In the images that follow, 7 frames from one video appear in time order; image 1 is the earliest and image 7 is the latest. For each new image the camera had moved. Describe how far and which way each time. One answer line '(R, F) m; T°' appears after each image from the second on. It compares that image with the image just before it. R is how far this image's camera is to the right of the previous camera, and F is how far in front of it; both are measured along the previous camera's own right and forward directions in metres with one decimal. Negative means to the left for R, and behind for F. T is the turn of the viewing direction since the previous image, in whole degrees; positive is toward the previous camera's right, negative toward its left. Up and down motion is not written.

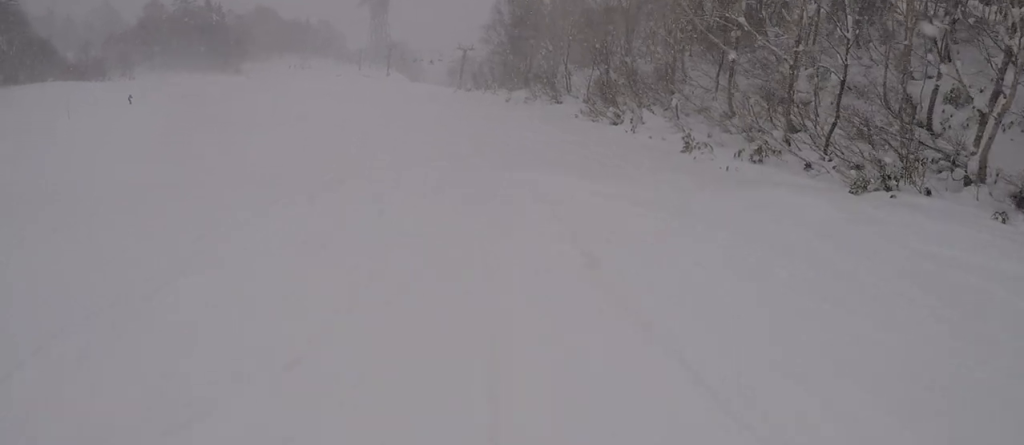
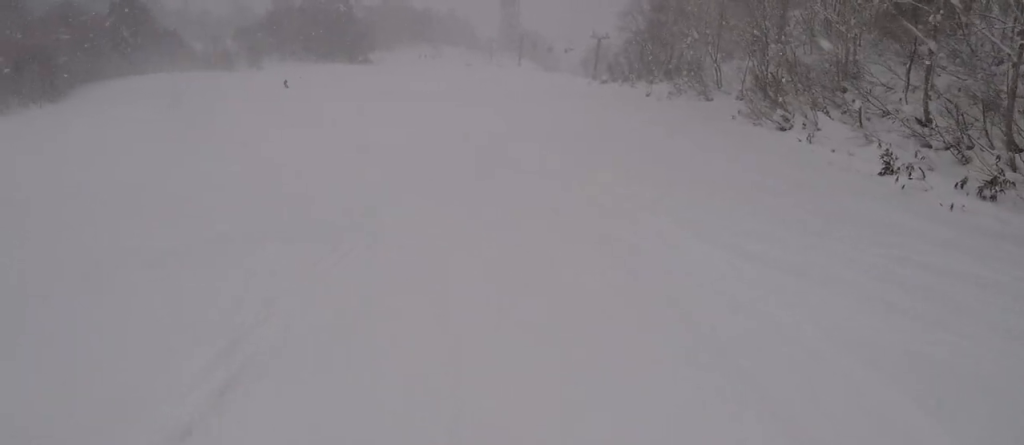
(-1.2, +6.3) m; -10°
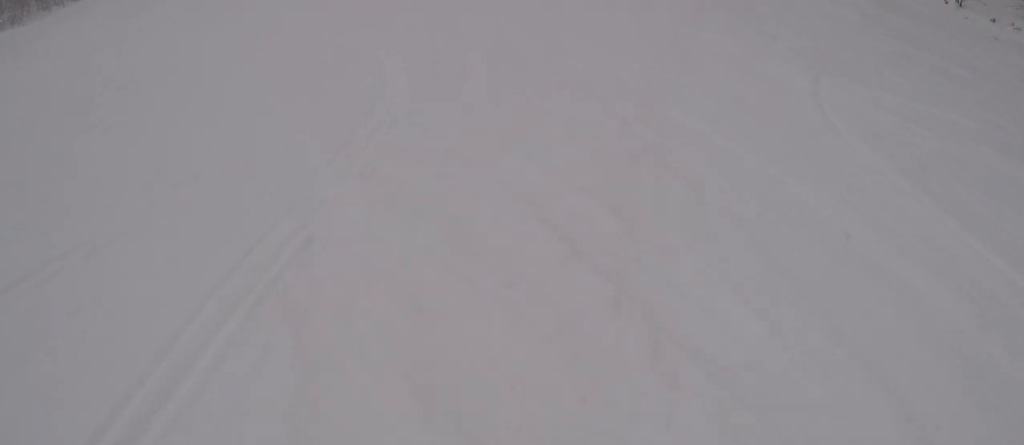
(-0.3, +4.8) m; -6°
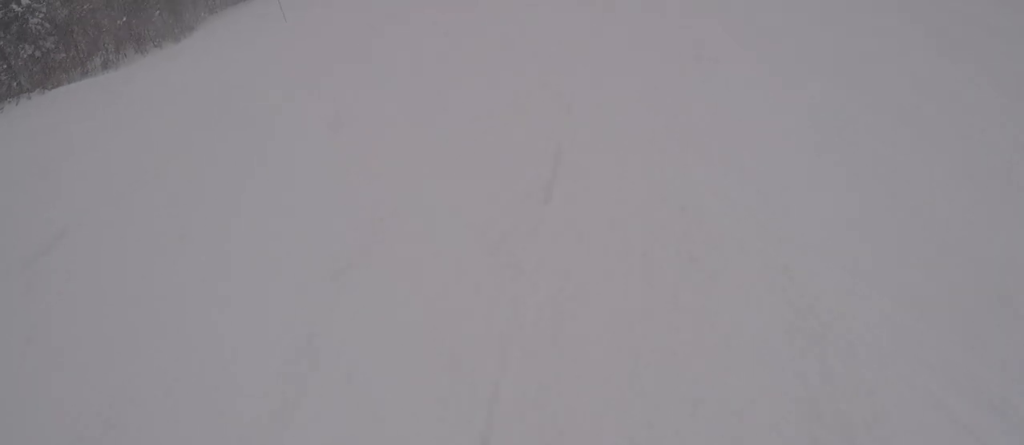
(-1.7, +13.2) m; 0°
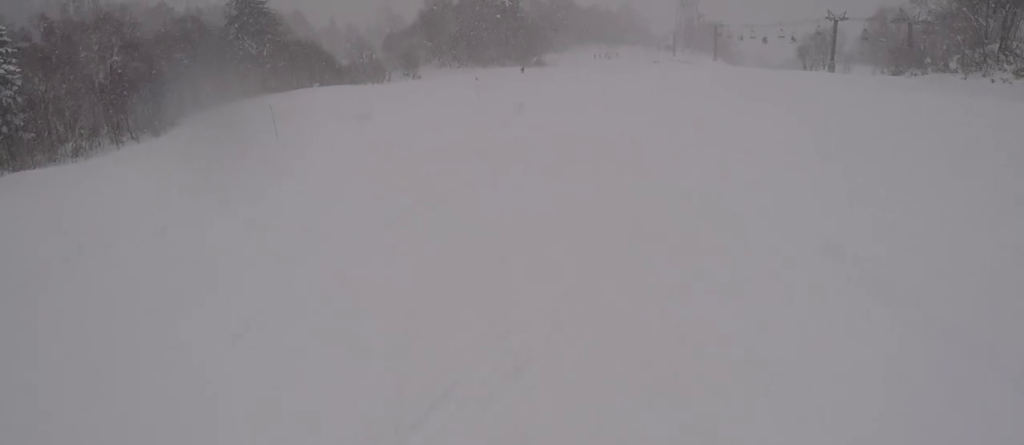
(+1.1, +5.5) m; +21°
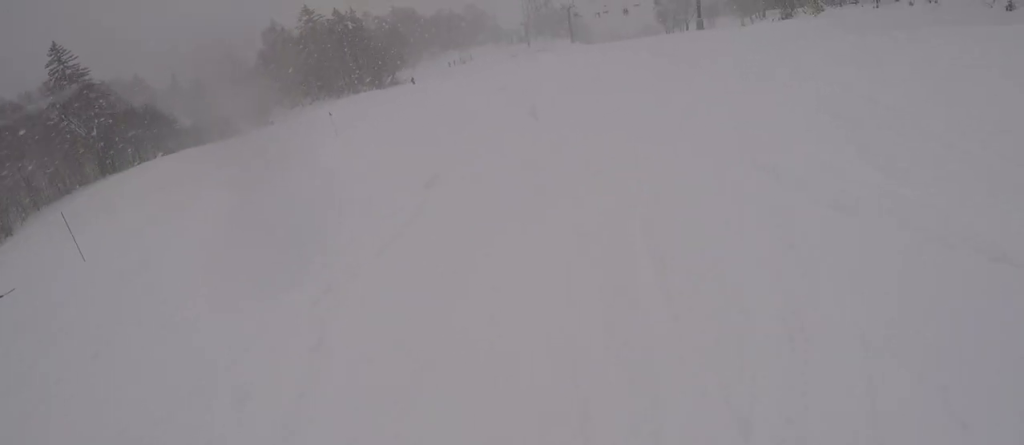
(+2.0, +6.7) m; +18°
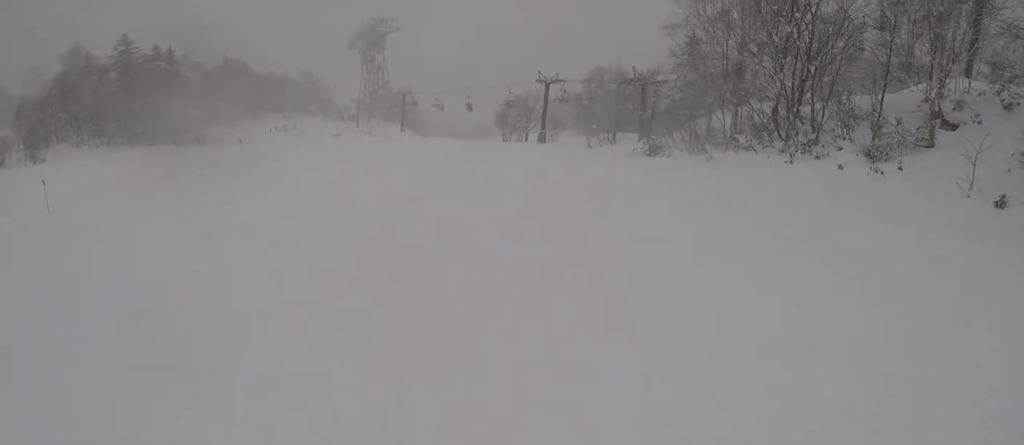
(-0.9, +13.0) m; -16°
